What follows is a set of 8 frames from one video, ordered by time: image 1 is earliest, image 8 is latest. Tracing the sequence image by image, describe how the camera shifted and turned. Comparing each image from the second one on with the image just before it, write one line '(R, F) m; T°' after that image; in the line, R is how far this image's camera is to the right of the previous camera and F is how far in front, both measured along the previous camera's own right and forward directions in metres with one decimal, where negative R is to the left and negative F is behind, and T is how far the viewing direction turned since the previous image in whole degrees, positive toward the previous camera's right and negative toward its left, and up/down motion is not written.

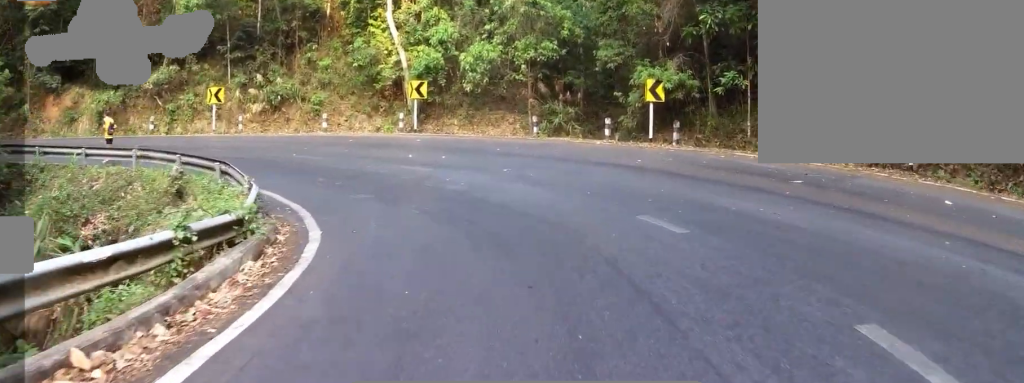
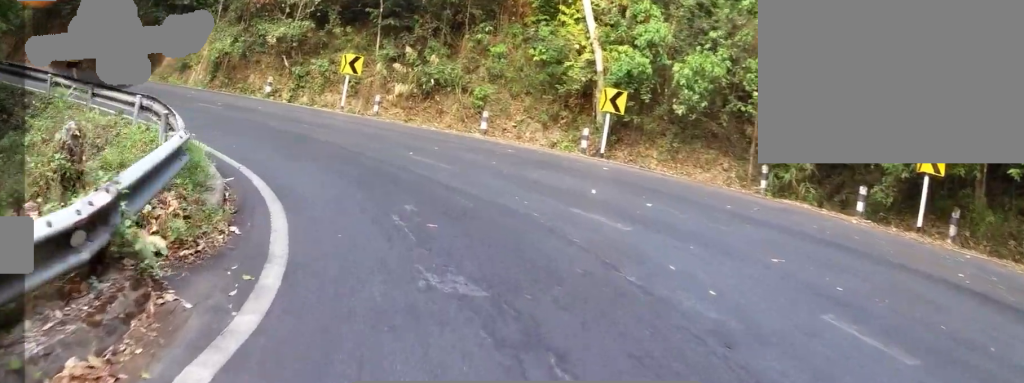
(-1.1, +6.7) m; -25°
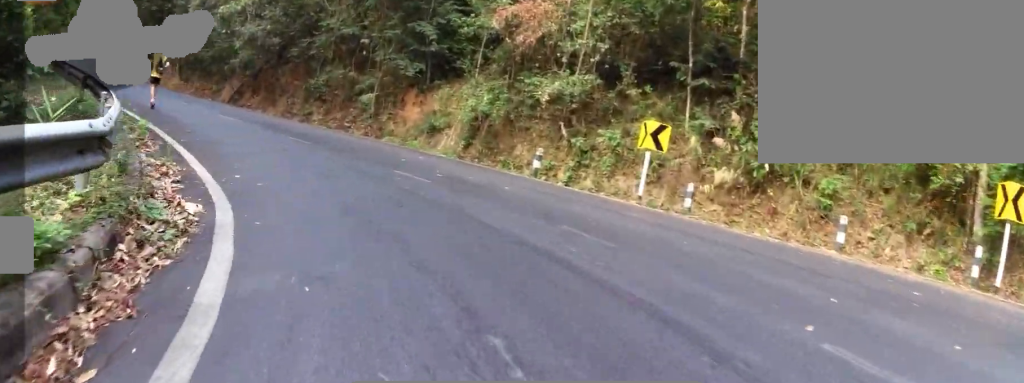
(-2.4, +4.8) m; -51°
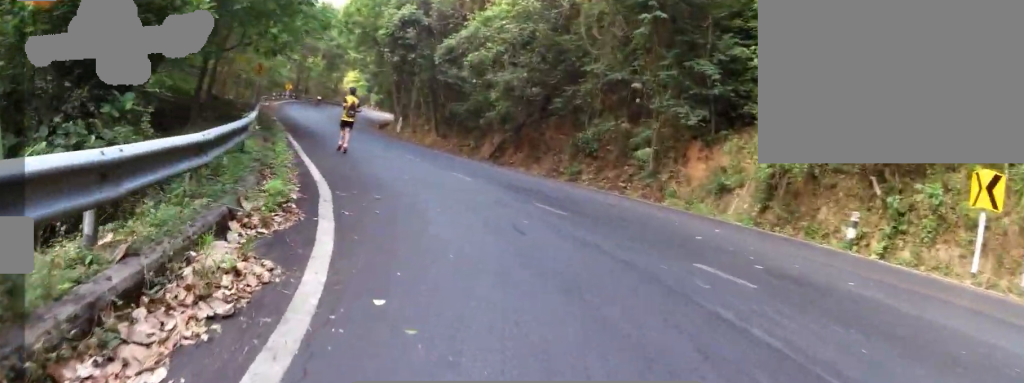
(-0.3, +3.8) m; -5°
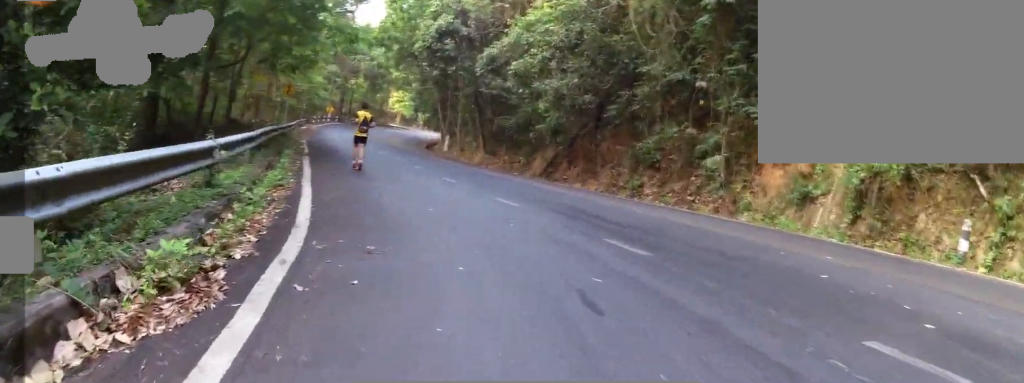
(0.0, +2.6) m; -10°
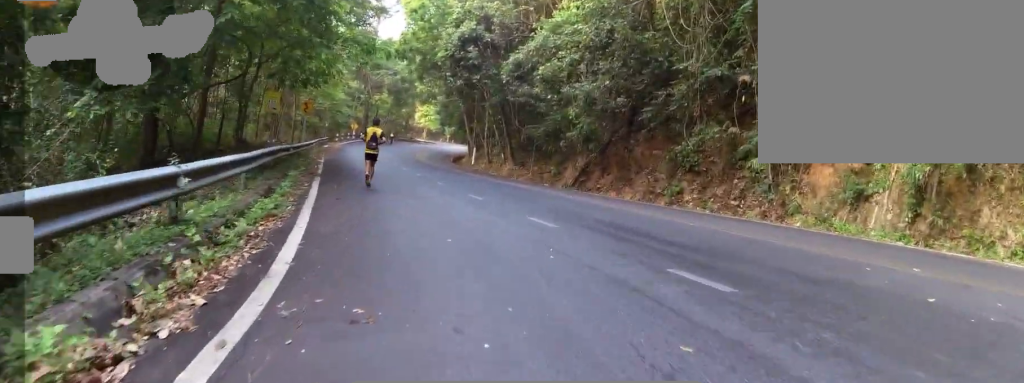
(+0.2, +1.5) m; -9°
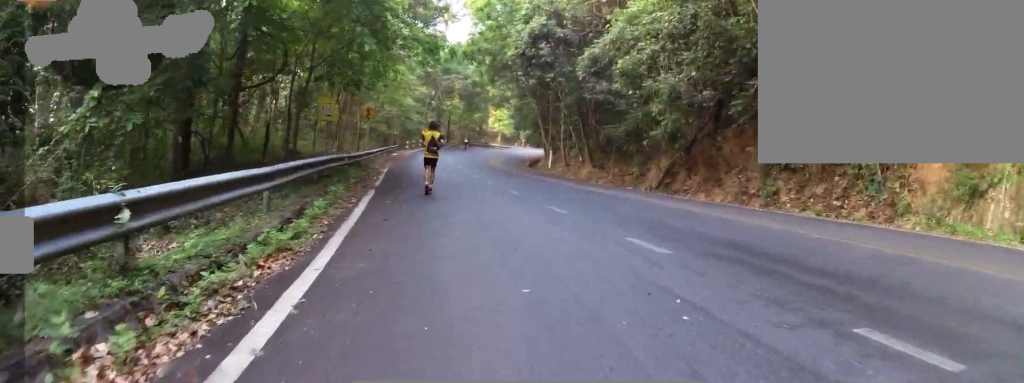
(-0.5, +2.0) m; -5°
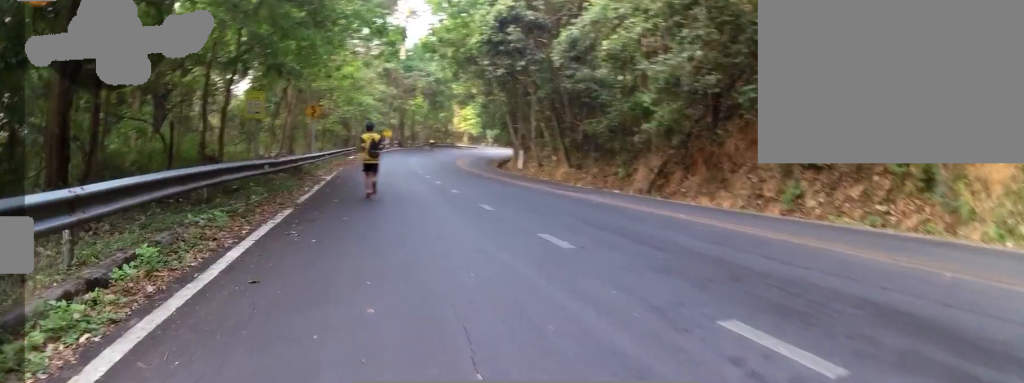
(-0.2, +3.6) m; -8°
